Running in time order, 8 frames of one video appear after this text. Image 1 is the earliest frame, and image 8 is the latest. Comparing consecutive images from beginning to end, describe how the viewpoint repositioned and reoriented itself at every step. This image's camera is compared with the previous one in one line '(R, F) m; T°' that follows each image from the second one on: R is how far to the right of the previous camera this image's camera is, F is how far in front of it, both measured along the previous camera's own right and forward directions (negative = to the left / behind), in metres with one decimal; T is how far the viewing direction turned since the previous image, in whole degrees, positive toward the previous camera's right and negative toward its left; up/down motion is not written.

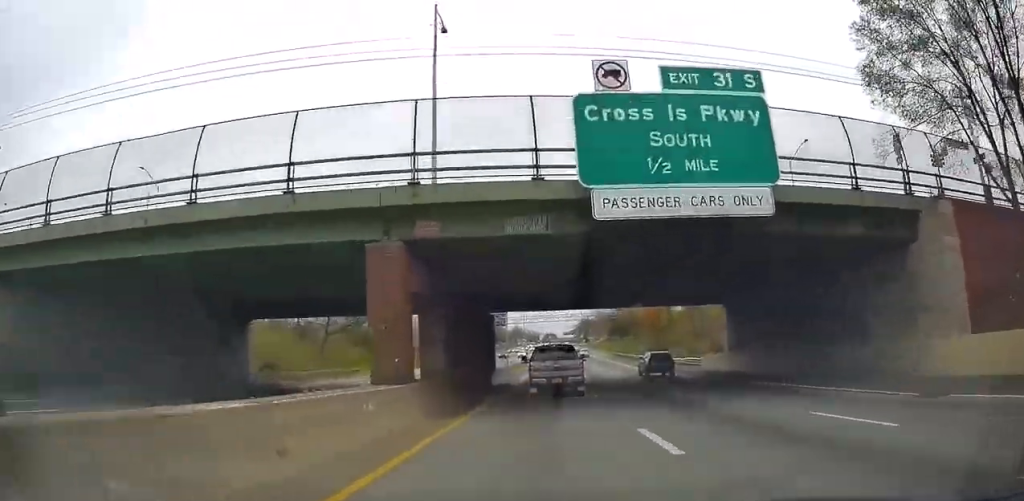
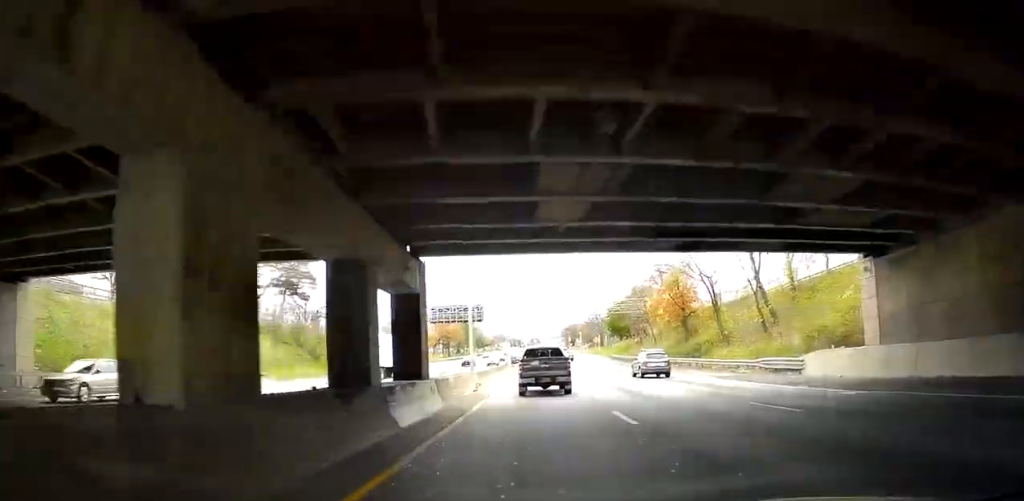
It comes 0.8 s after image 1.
(+0.5, +20.6) m; +3°
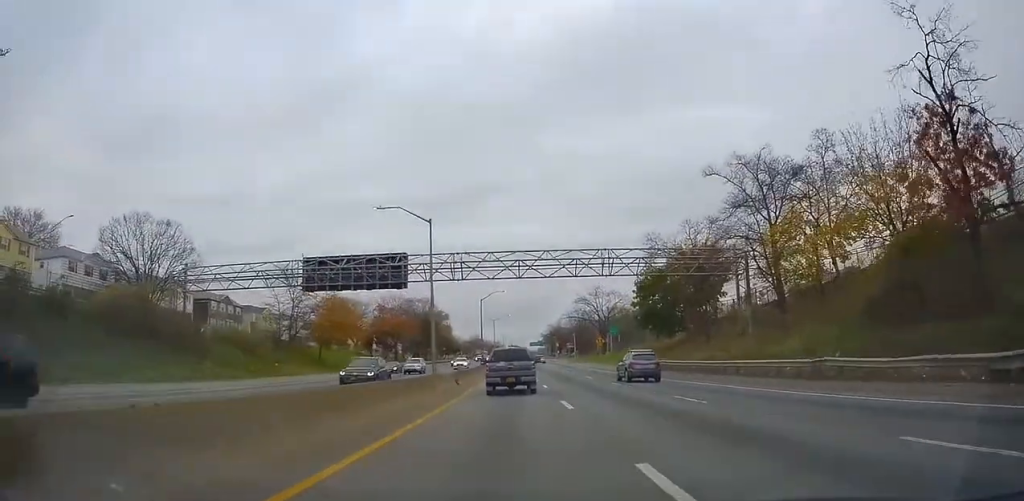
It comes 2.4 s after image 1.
(+1.3, +43.6) m; +2°
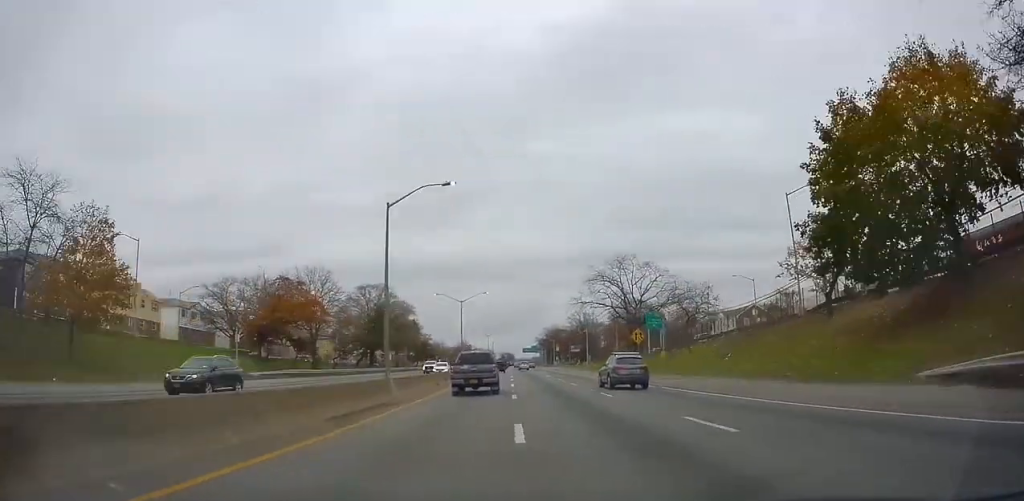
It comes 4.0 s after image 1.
(+1.3, +43.2) m; +3°
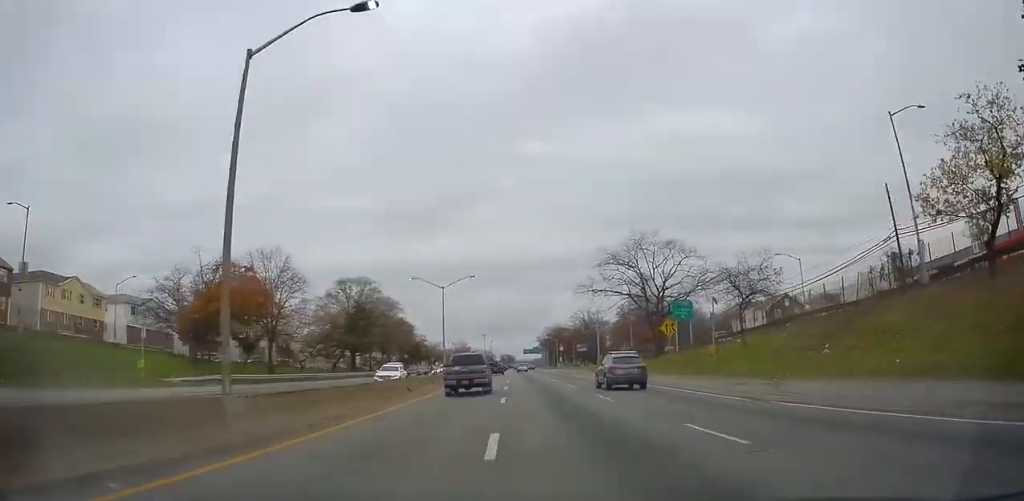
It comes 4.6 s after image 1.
(+0.4, +14.1) m; 0°
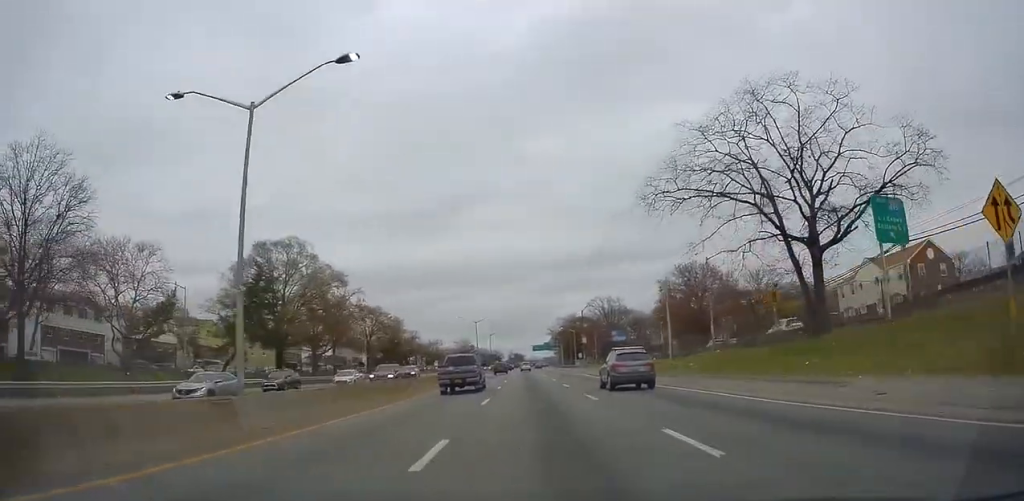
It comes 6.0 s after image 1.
(-0.2, +38.0) m; 0°
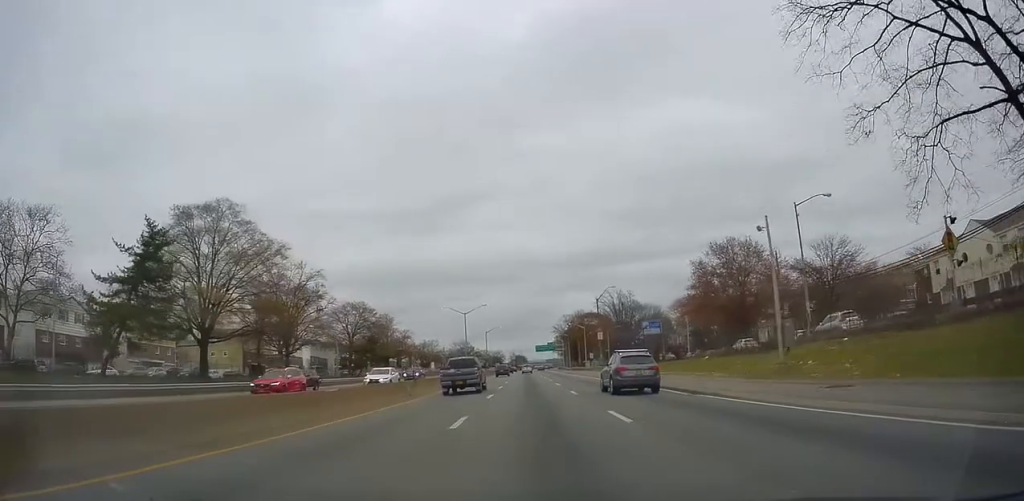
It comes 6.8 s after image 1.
(+0.2, +19.7) m; 0°
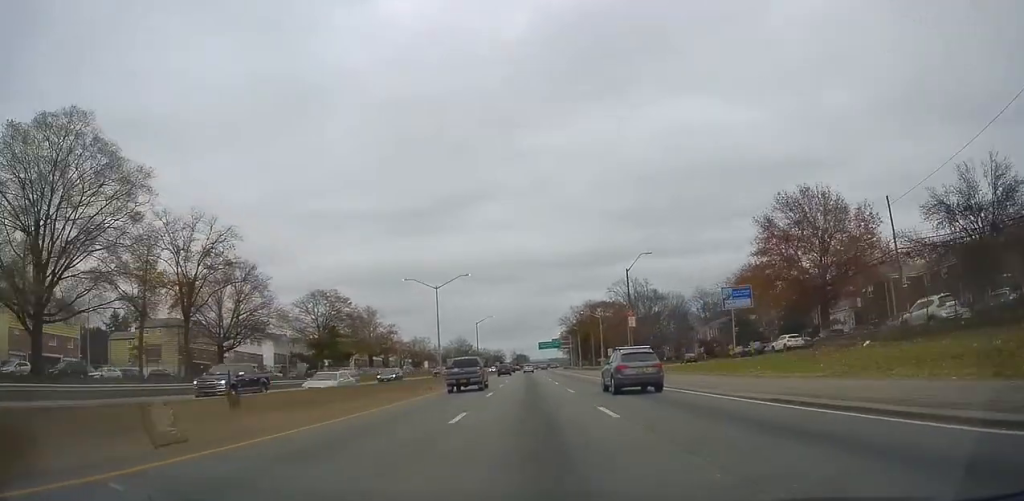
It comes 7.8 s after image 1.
(-0.2, +23.8) m; -1°
